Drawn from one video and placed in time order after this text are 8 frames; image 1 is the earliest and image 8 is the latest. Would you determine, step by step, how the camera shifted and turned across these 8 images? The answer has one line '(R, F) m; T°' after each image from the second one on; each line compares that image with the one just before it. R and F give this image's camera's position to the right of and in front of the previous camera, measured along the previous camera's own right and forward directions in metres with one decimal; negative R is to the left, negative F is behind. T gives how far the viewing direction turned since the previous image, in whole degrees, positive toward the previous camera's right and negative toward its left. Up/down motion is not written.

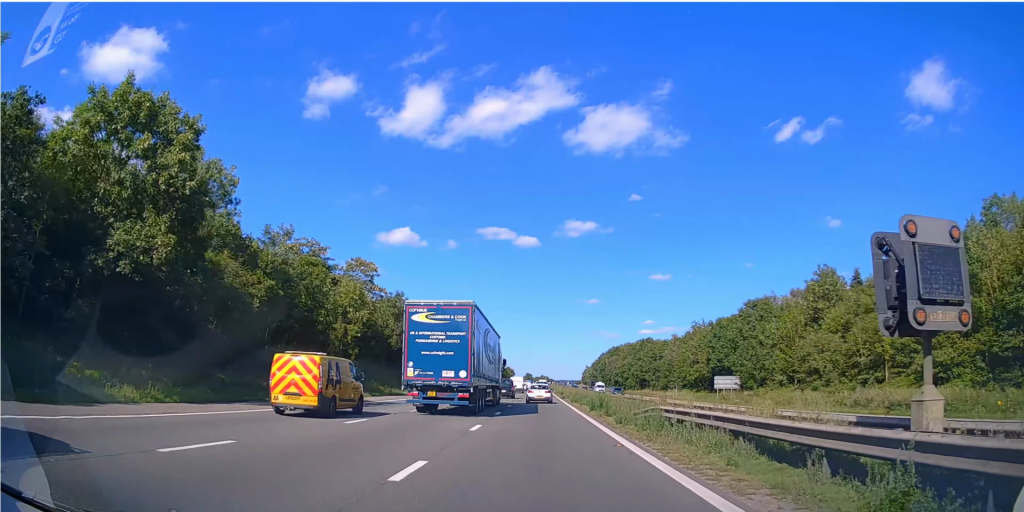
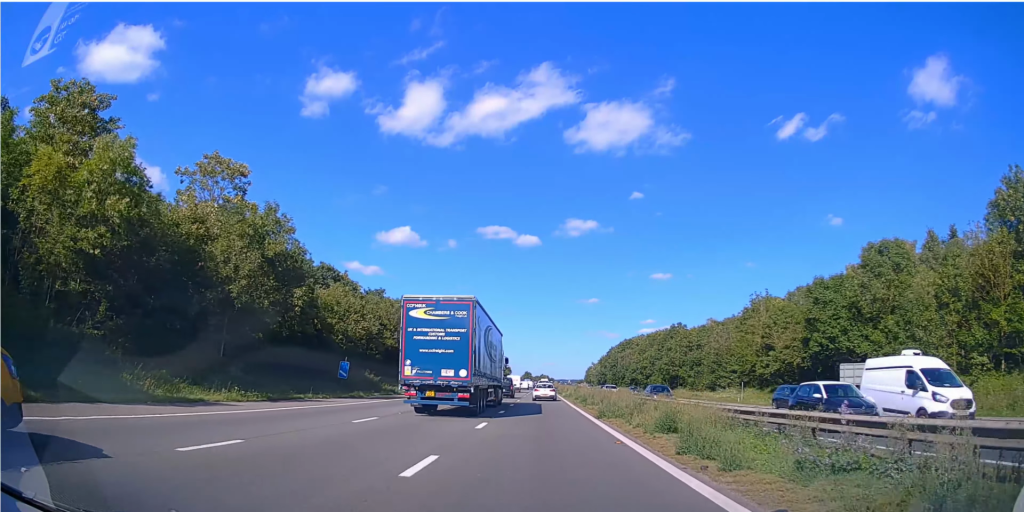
(+0.1, +29.3) m; 0°
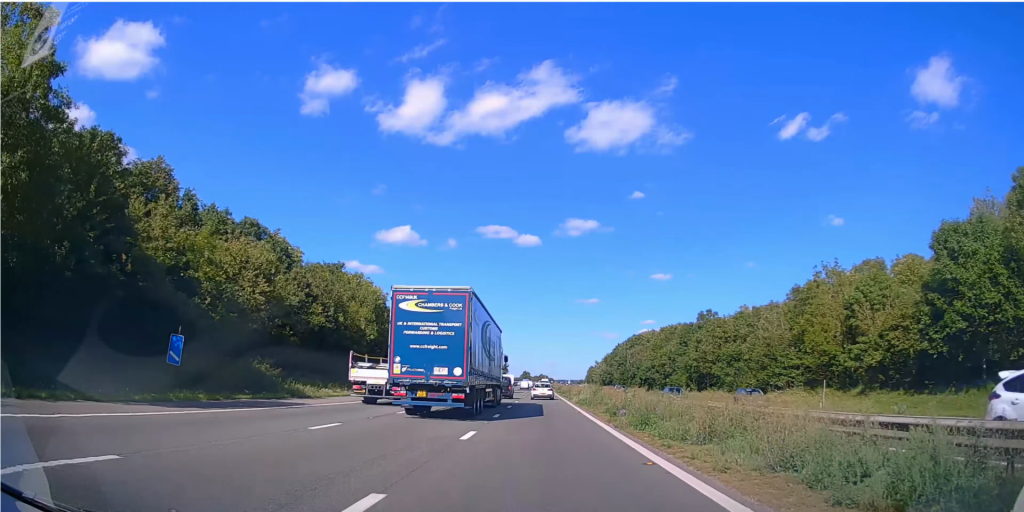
(0.0, +20.5) m; 0°
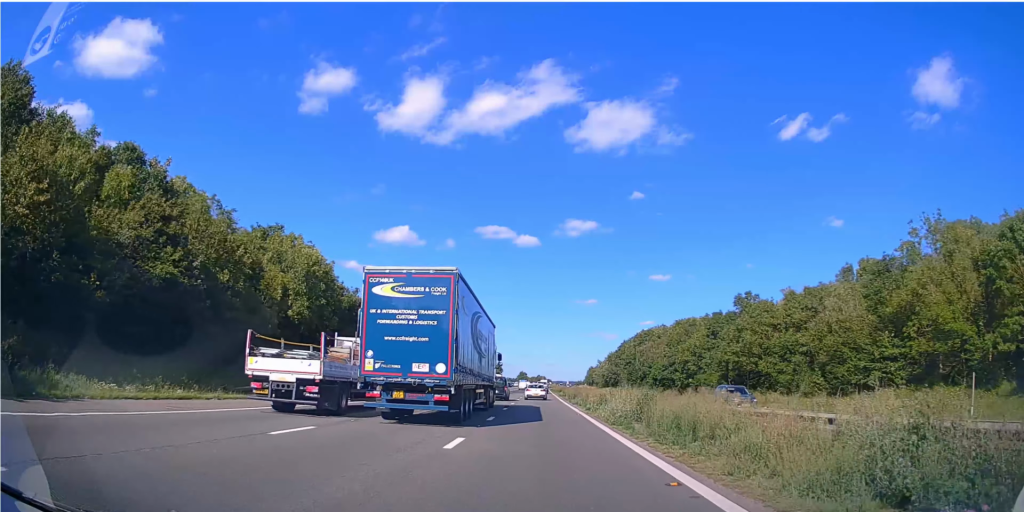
(0.0, +19.0) m; 0°
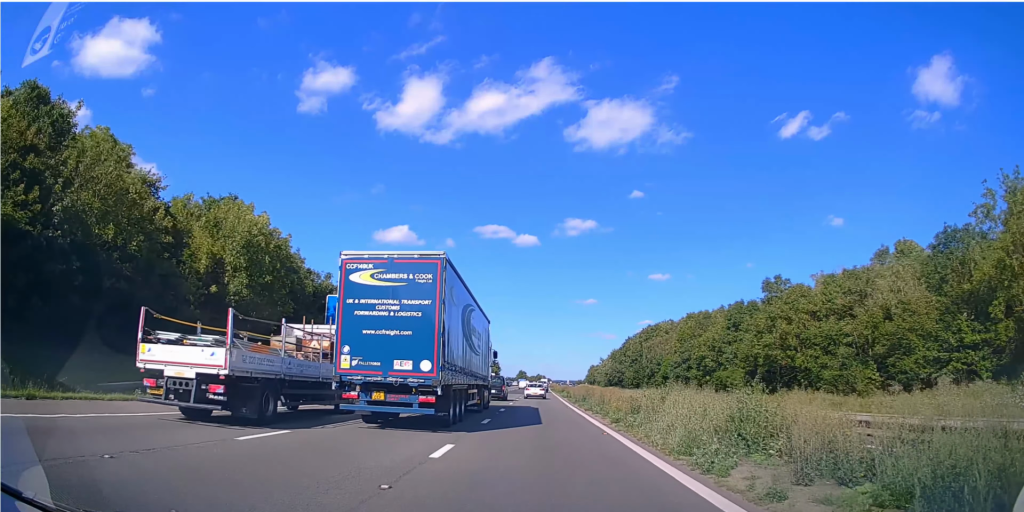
(0.0, +10.6) m; 0°
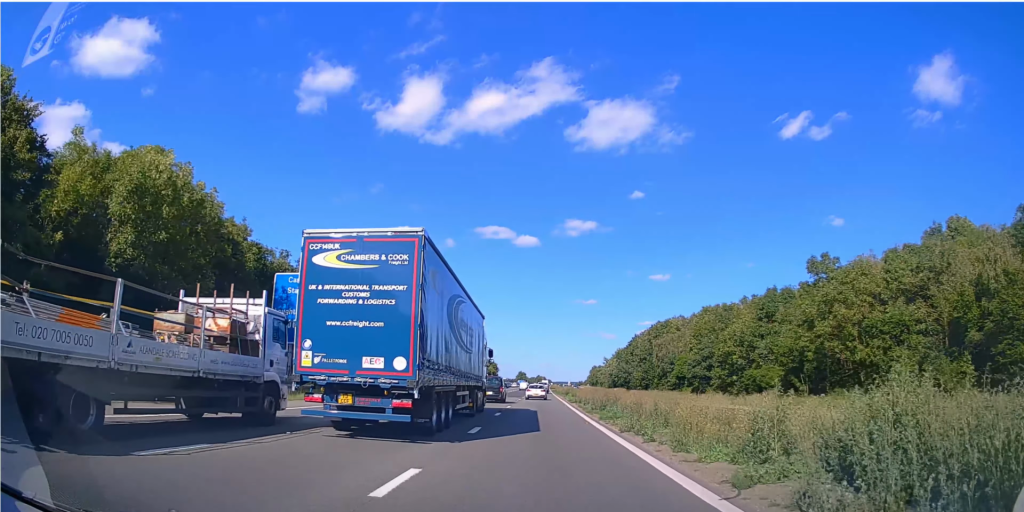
(0.0, +12.6) m; 0°
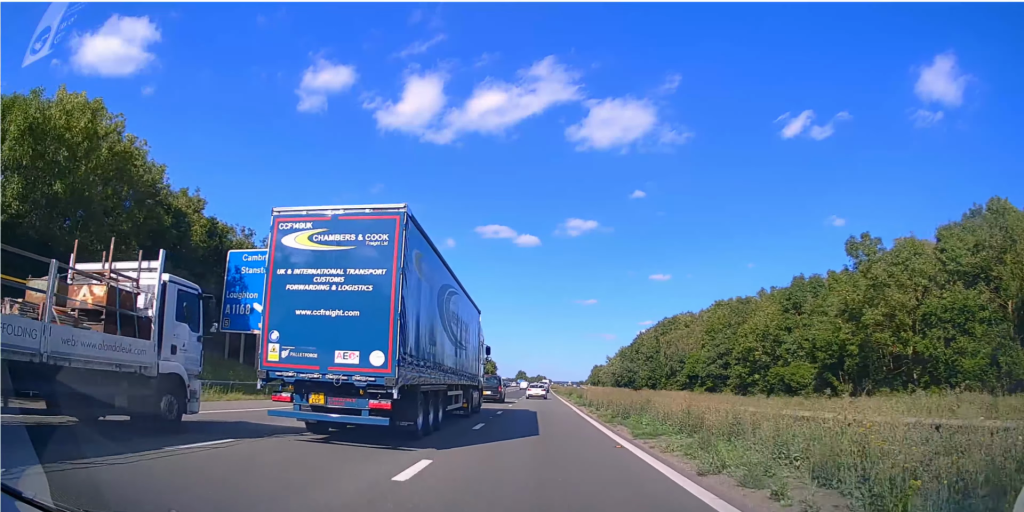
(0.0, +8.3) m; 0°
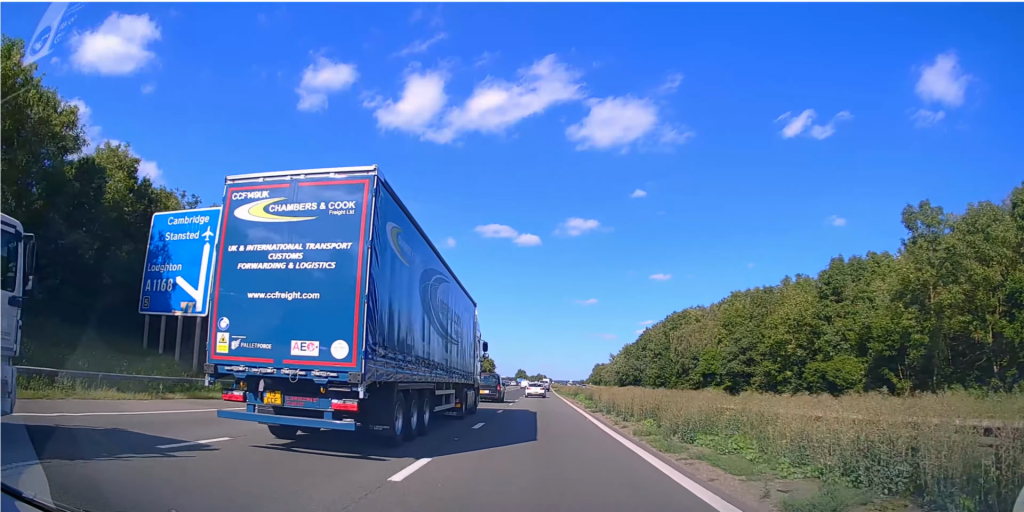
(0.0, +9.5) m; 0°
